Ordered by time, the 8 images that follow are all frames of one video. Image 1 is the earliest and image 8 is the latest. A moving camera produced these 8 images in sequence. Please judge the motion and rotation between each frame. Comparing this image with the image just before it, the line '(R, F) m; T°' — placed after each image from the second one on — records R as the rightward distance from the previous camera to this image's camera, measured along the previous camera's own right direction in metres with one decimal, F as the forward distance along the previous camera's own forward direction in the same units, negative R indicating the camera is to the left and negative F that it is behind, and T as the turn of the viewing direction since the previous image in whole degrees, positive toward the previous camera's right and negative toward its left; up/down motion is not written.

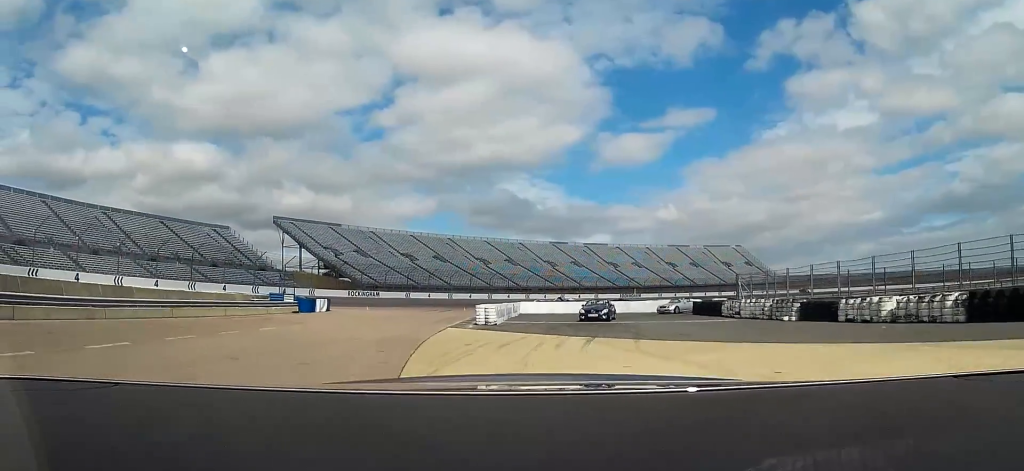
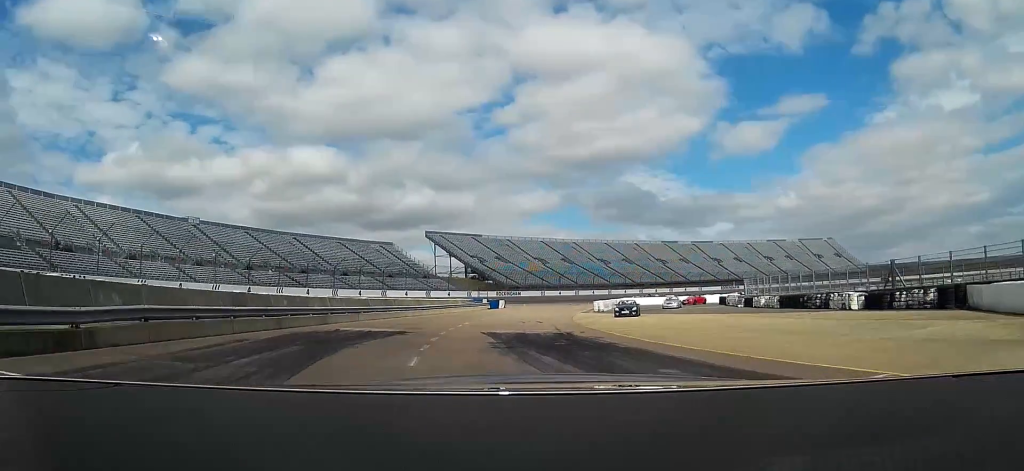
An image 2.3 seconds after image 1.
(-3.0, +32.5) m; -10°
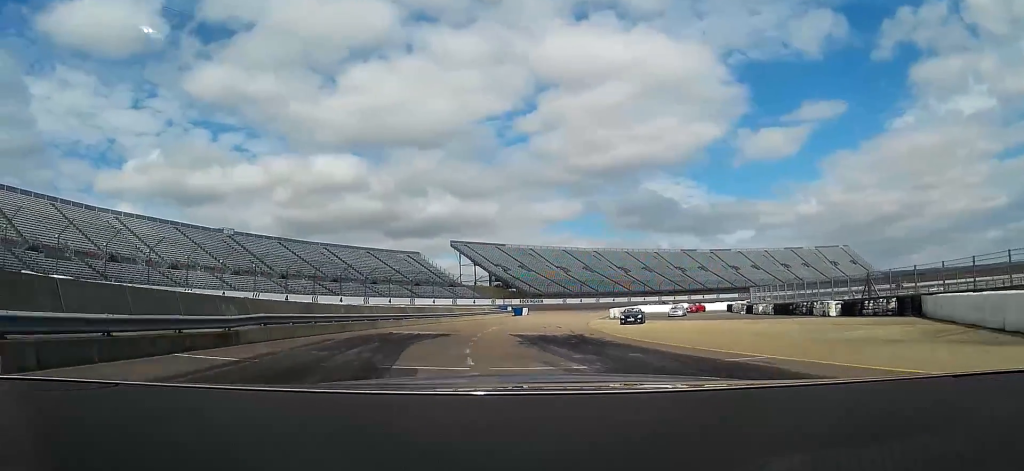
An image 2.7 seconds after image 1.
(-0.1, +6.0) m; -2°
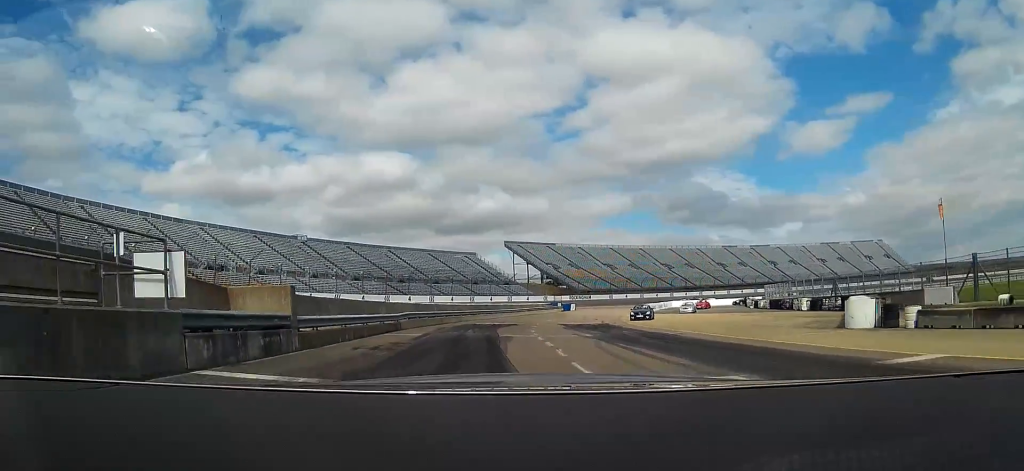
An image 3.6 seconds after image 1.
(-0.4, +14.2) m; -4°
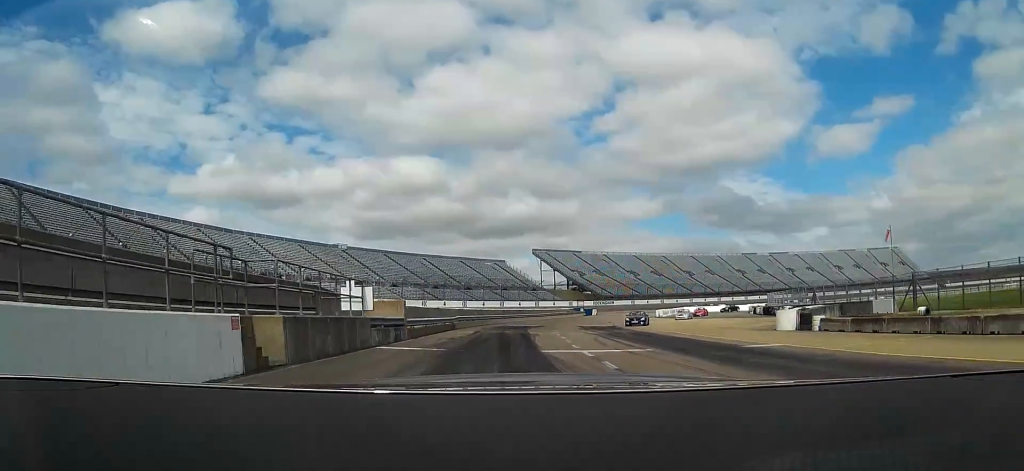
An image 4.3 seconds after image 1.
(-0.2, +10.7) m; -3°
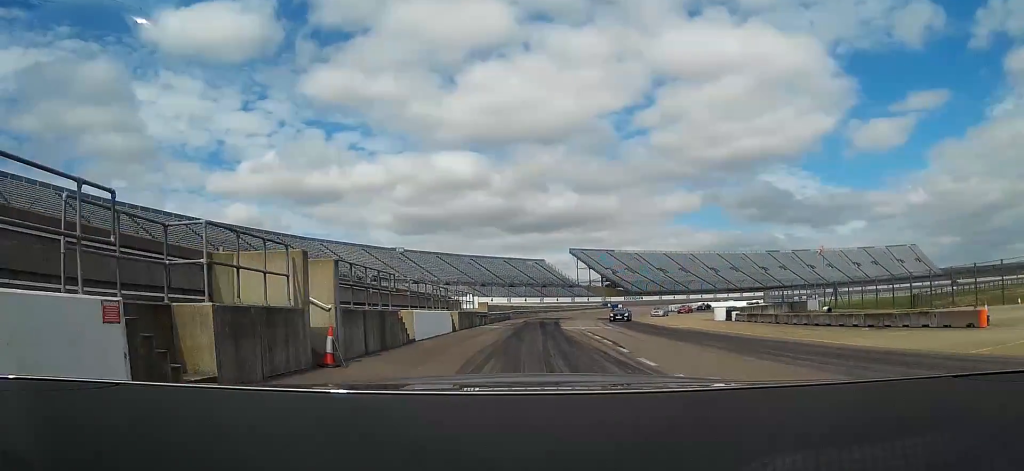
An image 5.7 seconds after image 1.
(-1.1, +20.7) m; -4°
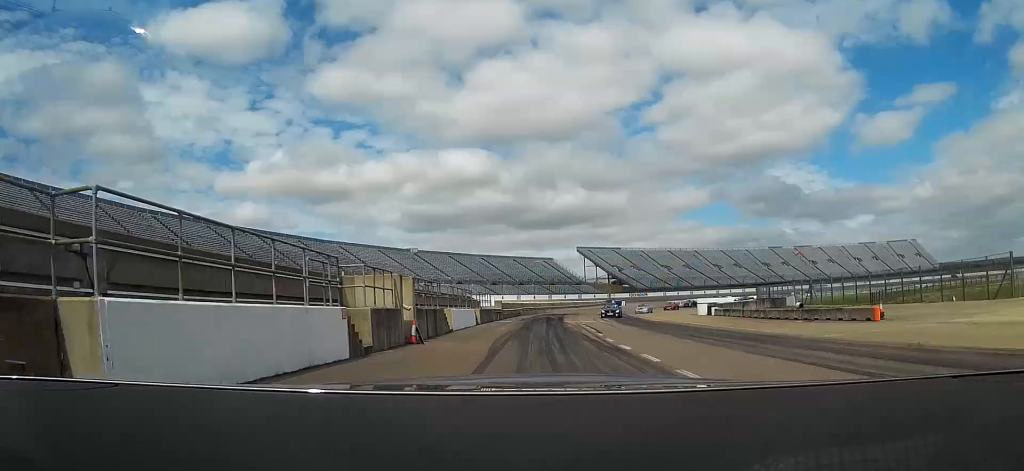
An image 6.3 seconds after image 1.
(-0.1, +8.2) m; -1°
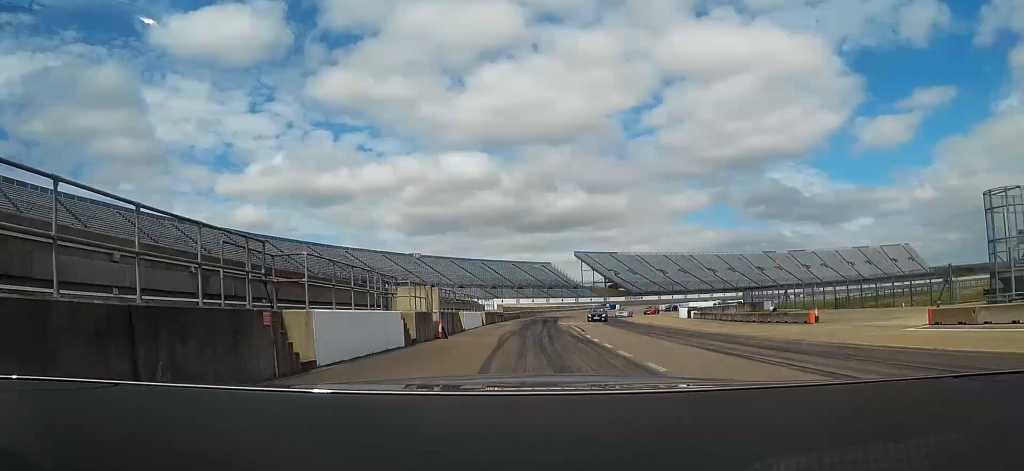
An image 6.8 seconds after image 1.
(0.0, +6.8) m; 0°
